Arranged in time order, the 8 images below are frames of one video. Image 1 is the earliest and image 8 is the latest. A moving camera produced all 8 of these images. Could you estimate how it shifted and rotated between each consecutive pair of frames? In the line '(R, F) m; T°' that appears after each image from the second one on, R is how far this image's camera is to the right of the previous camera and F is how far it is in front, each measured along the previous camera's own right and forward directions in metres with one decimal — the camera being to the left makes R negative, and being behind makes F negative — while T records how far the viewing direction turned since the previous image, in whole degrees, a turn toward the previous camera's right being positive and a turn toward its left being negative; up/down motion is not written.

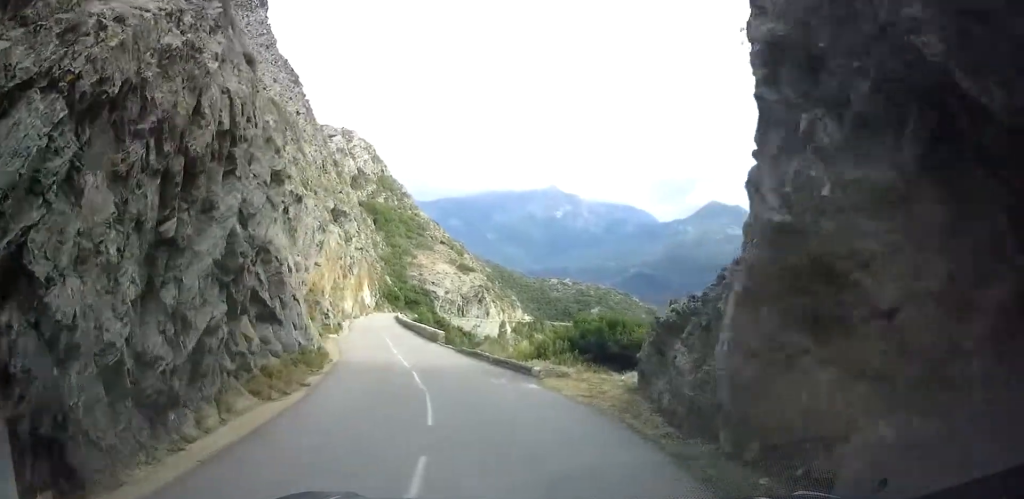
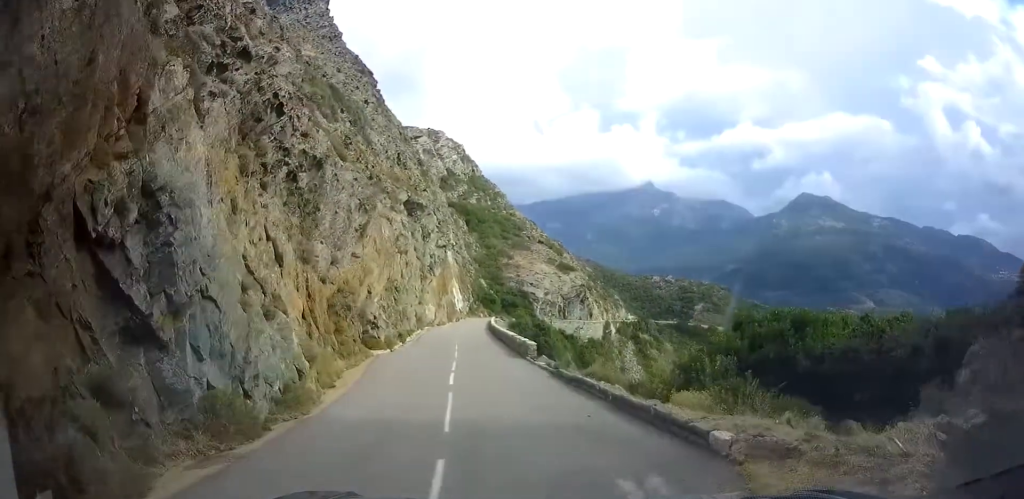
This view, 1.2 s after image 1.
(-1.8, +8.5) m; -16°
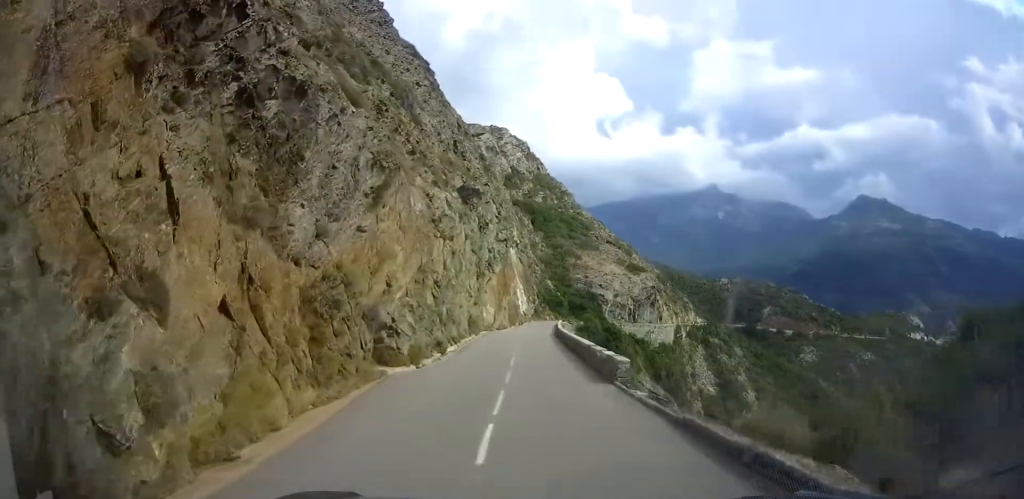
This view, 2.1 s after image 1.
(-0.3, +7.4) m; 0°
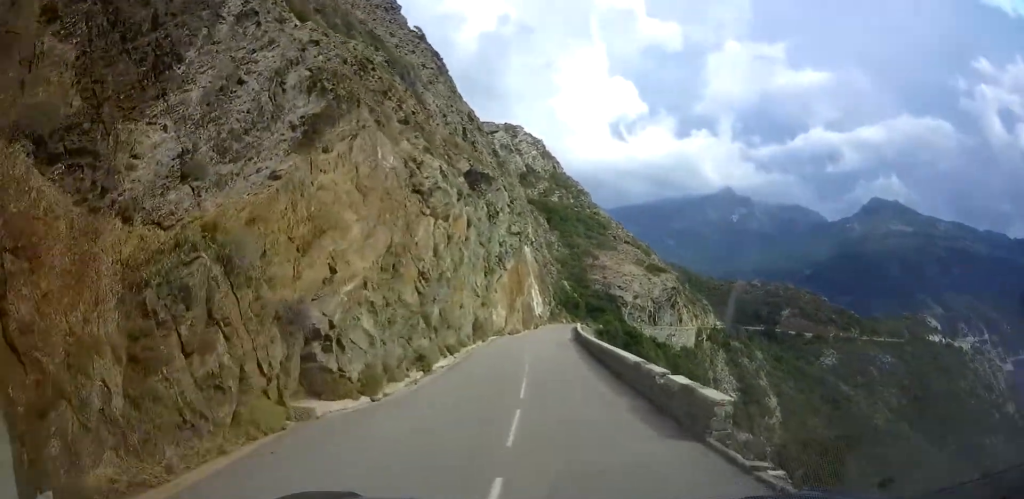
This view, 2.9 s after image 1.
(+0.5, +6.8) m; +2°
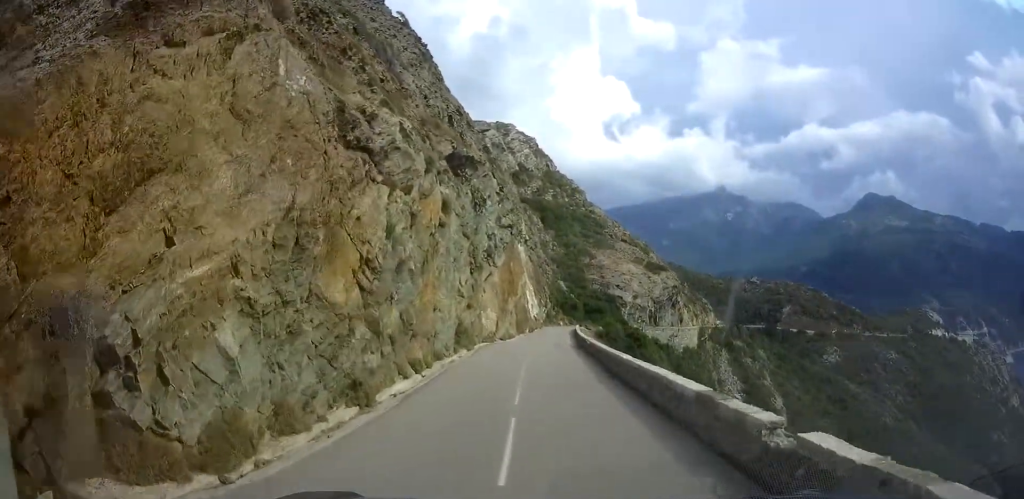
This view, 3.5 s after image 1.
(-0.3, +6.0) m; -2°
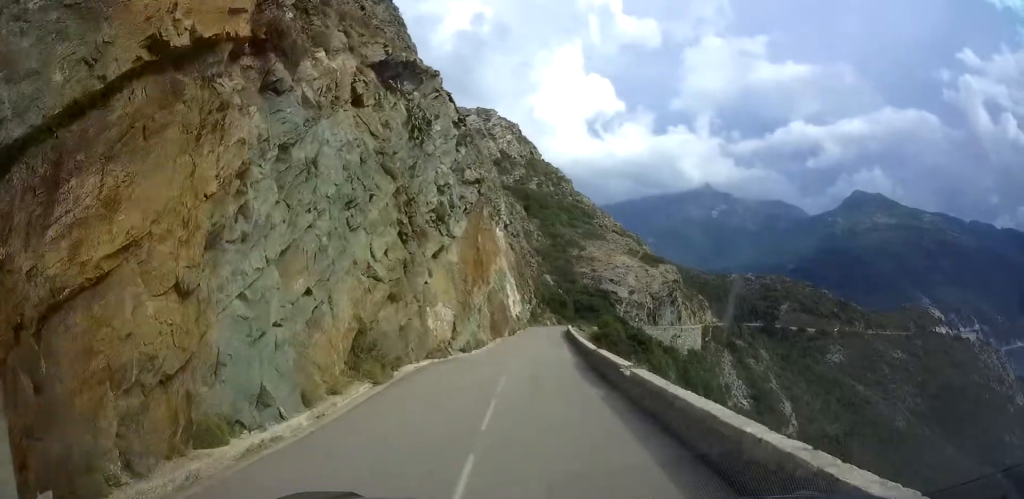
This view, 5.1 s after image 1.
(0.0, +15.7) m; +1°
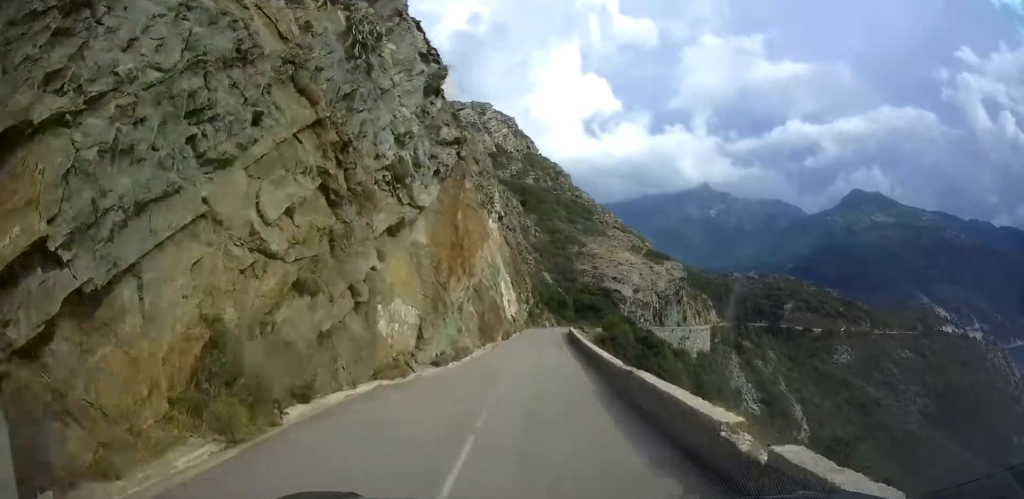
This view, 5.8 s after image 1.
(0.0, +7.7) m; +1°
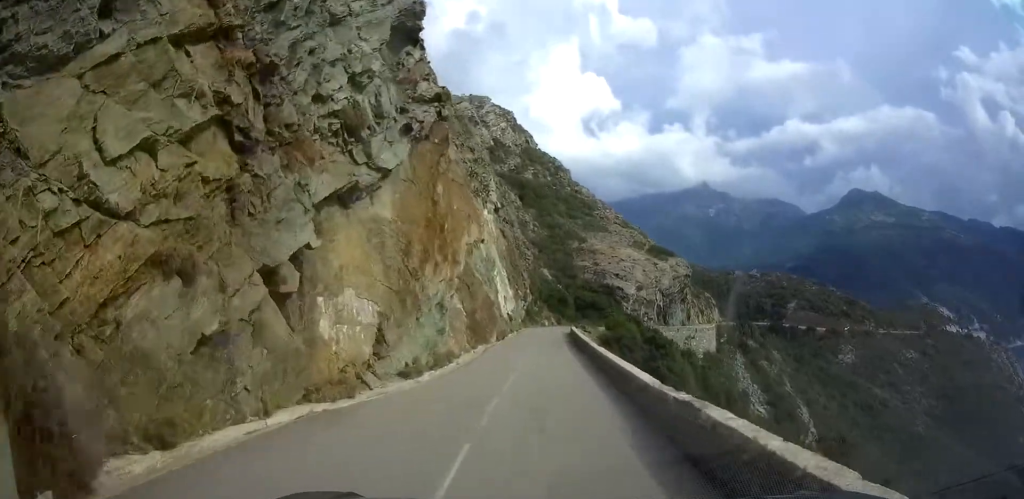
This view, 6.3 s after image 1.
(+0.1, +4.9) m; +1°
